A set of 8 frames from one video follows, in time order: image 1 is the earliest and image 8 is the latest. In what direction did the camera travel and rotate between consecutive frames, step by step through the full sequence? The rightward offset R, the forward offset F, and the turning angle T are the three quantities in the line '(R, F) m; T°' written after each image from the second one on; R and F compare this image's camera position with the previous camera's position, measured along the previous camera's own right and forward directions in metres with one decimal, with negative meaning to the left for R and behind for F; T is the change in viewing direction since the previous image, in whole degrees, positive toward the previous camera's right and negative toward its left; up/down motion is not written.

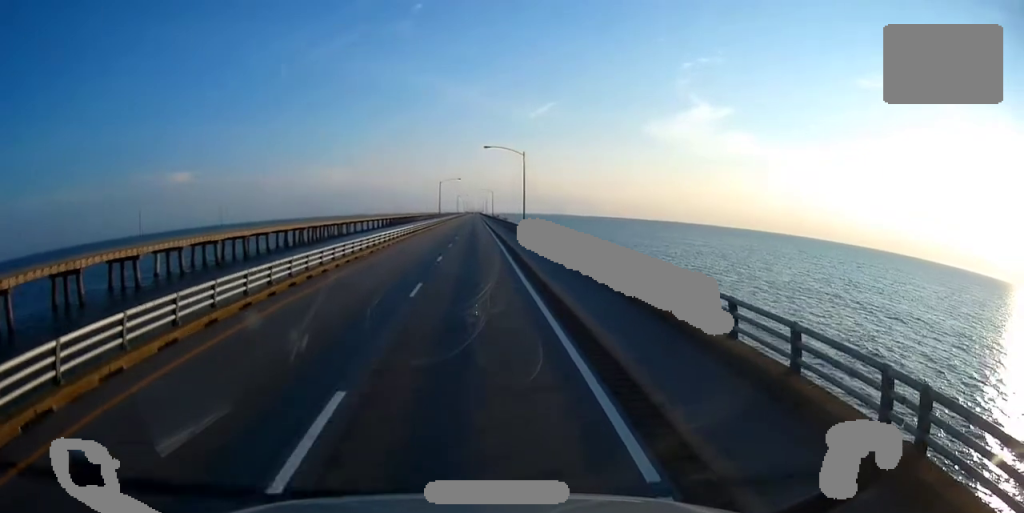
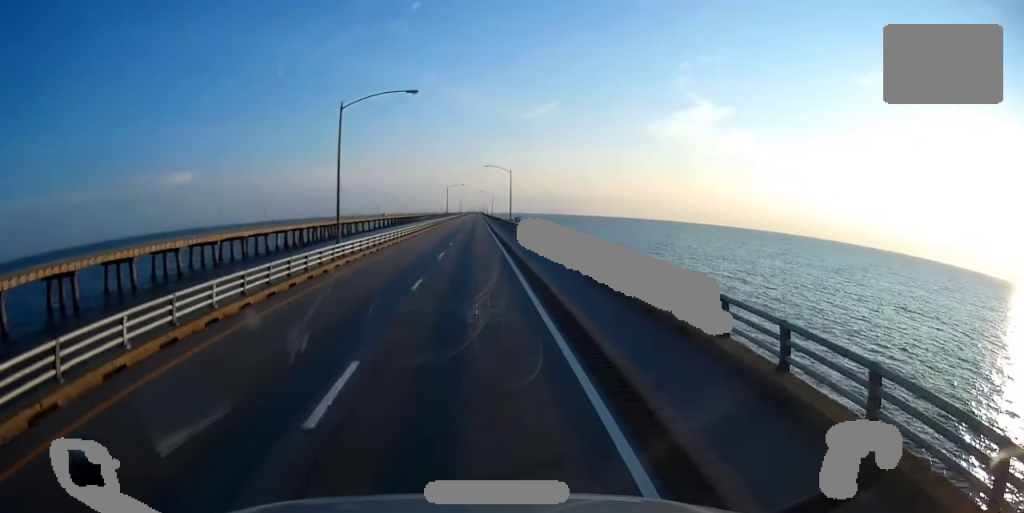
(+0.8, +93.1) m; 0°
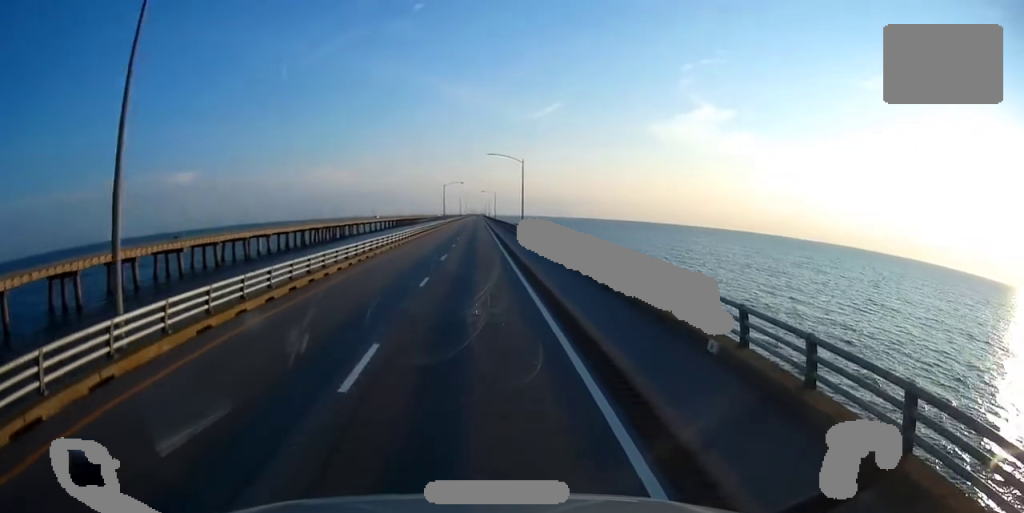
(-0.1, +22.3) m; 0°
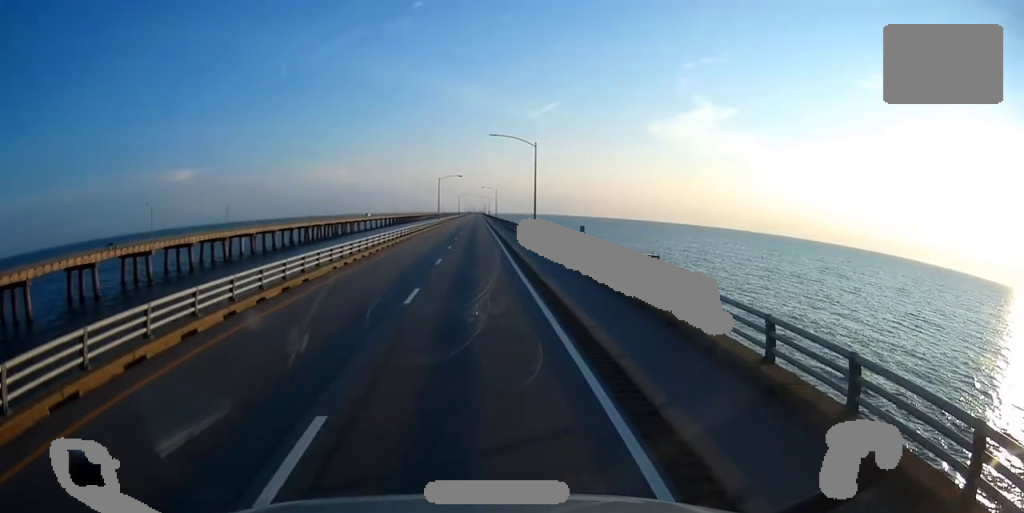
(+0.2, +16.0) m; +1°
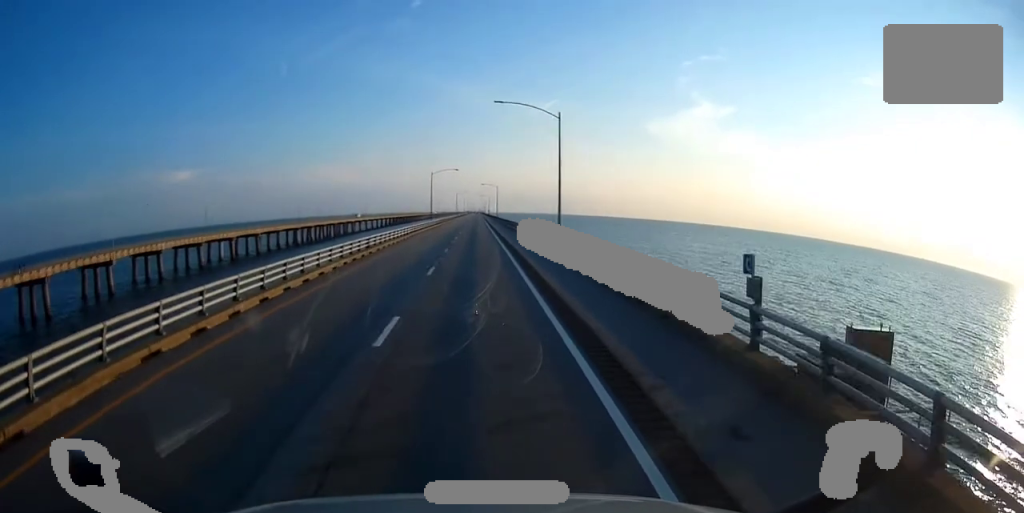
(+0.1, +17.2) m; 0°
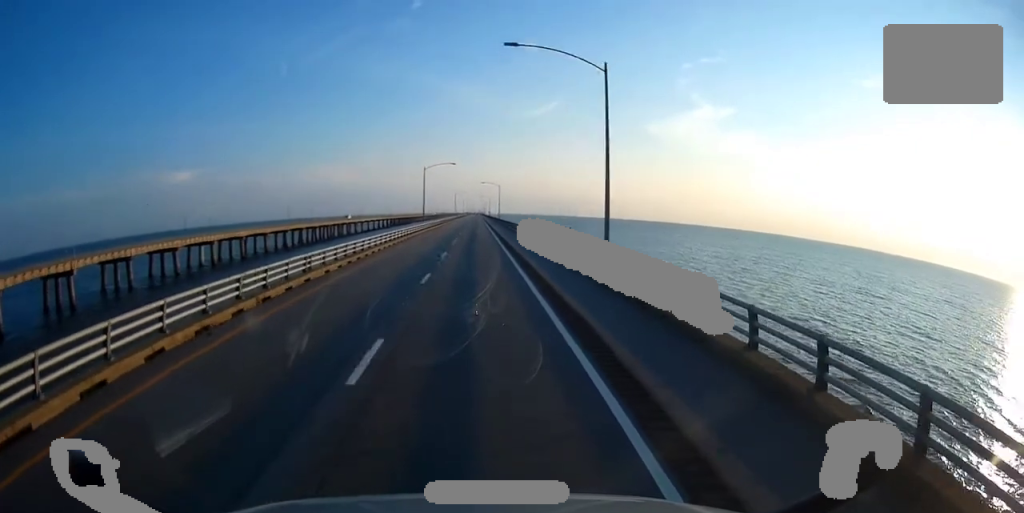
(+0.2, +14.0) m; 0°
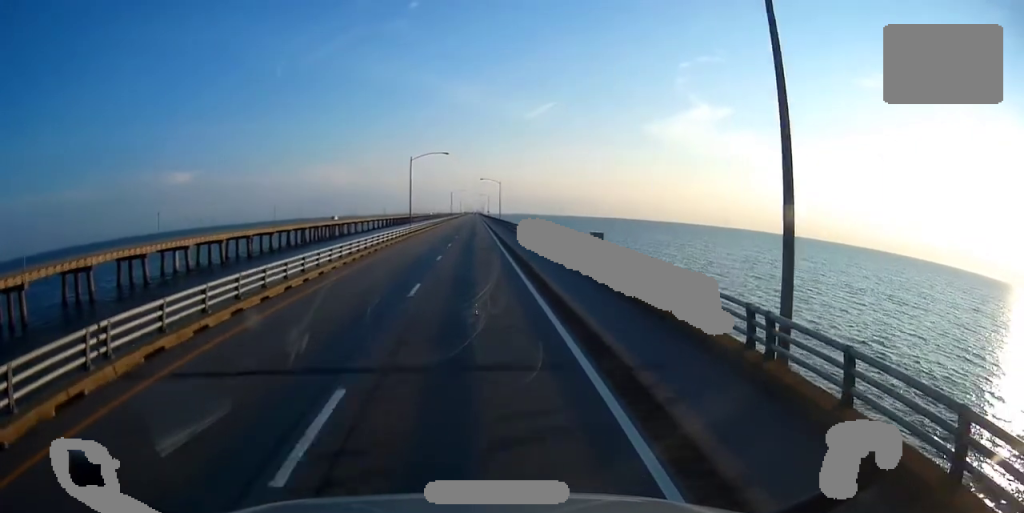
(-0.3, +15.0) m; 0°
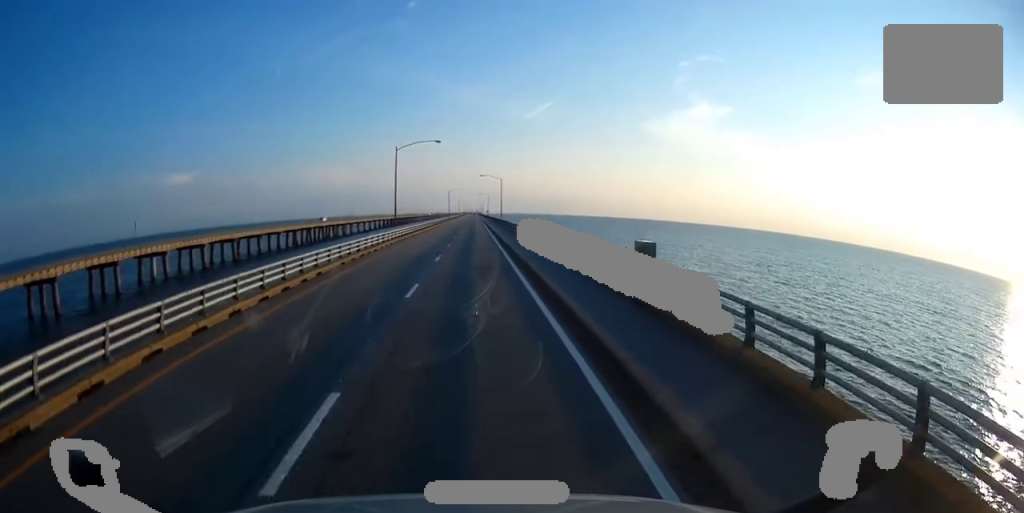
(-0.2, +11.8) m; 0°
